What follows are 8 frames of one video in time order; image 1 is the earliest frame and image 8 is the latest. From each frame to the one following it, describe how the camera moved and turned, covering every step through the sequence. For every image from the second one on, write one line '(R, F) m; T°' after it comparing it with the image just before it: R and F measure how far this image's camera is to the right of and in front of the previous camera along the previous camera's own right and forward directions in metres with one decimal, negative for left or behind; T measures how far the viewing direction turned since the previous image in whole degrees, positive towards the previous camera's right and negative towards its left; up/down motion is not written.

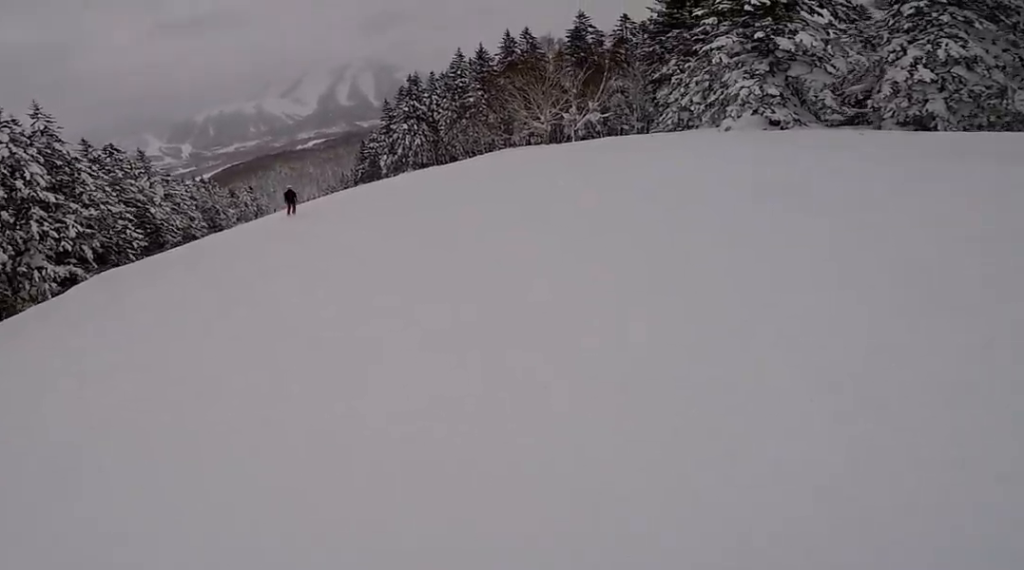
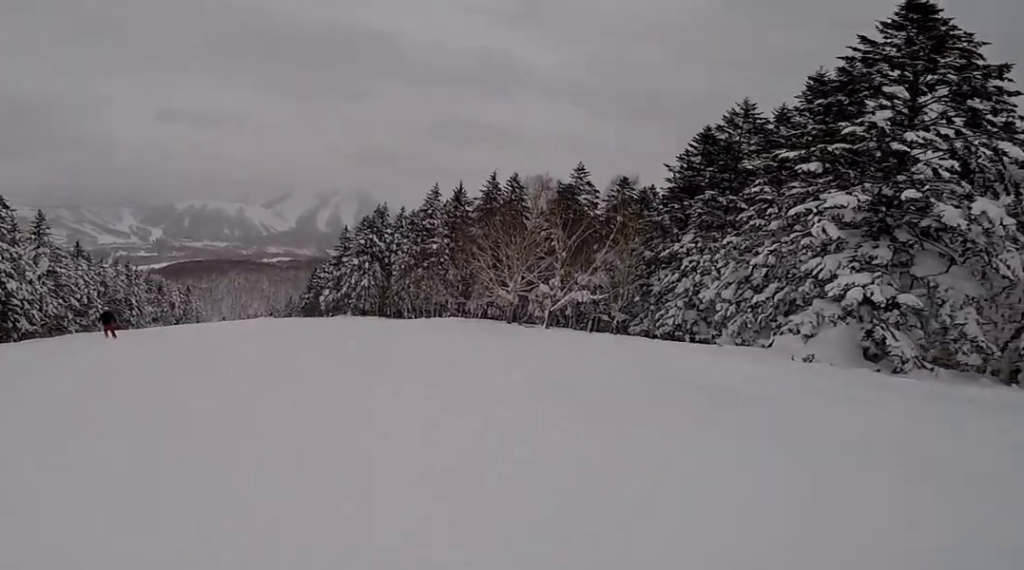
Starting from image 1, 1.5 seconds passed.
(+1.2, +14.8) m; +1°
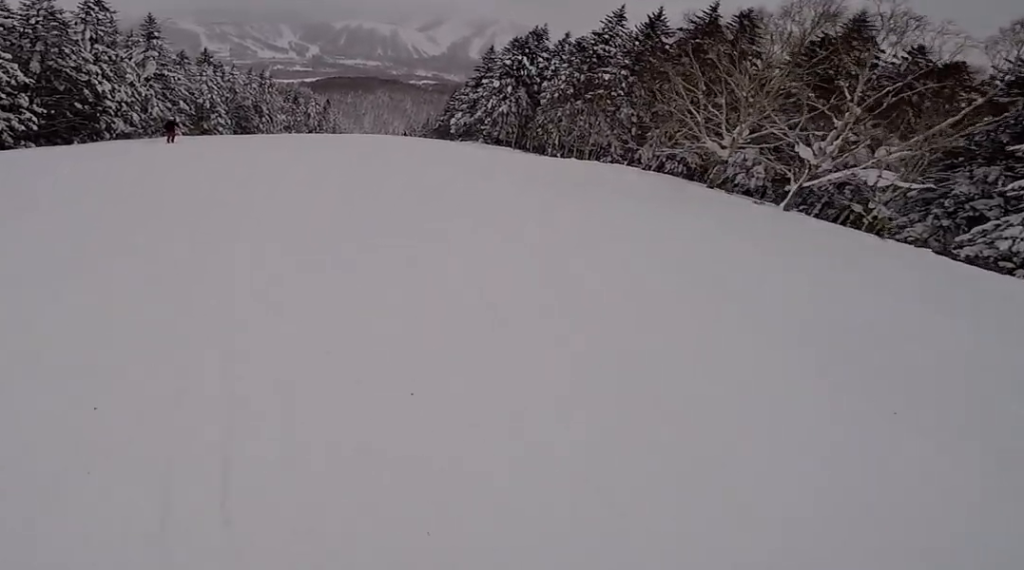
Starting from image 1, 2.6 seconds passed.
(-0.8, +11.1) m; -15°
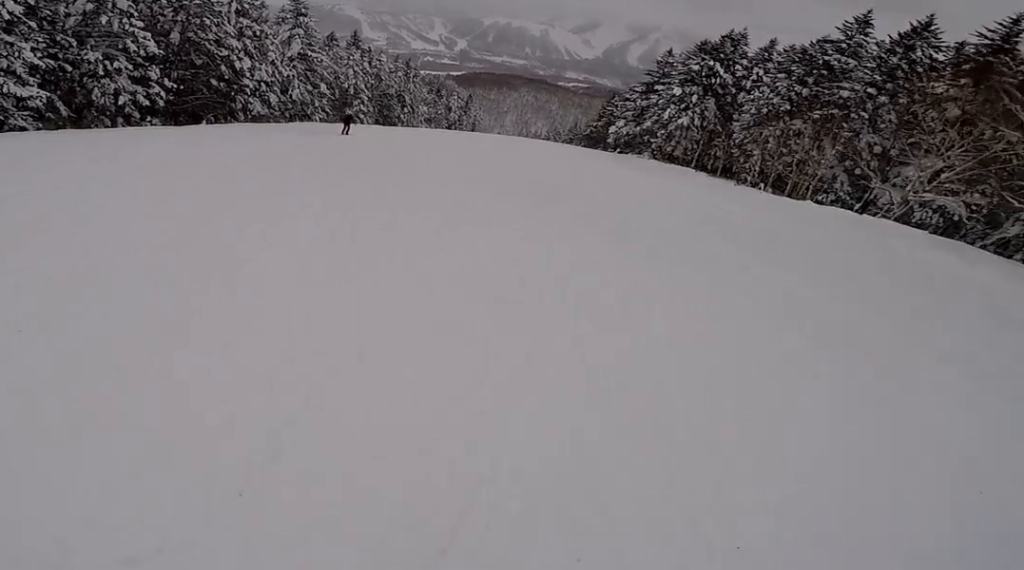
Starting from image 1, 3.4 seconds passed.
(-1.2, +8.4) m; -14°
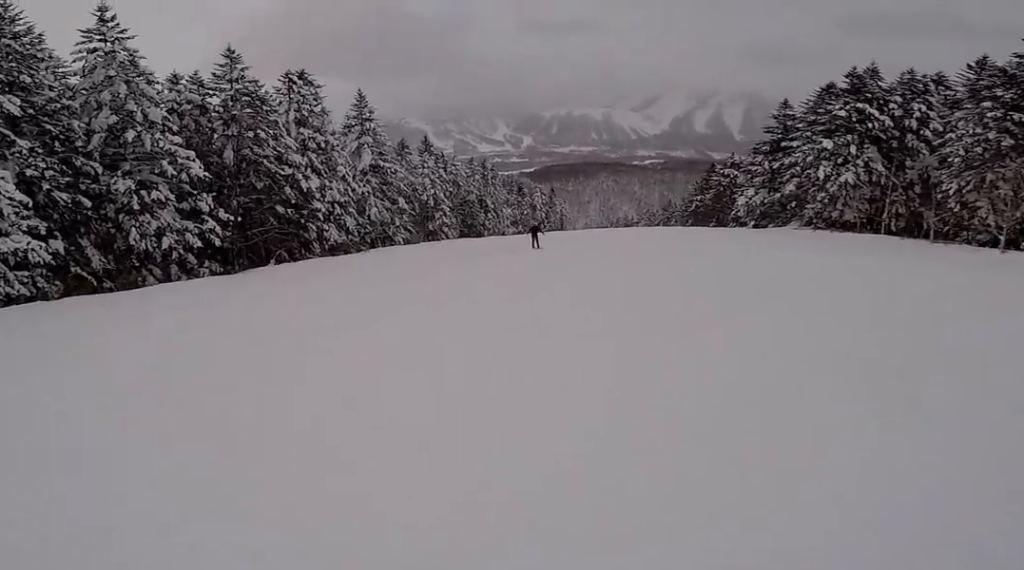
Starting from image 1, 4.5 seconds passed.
(-1.5, +10.5) m; -5°
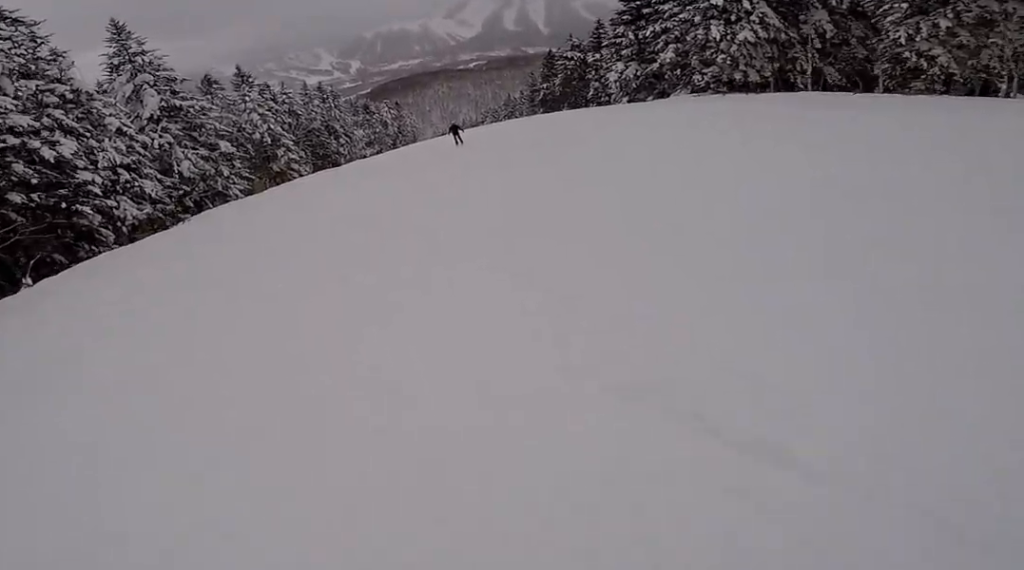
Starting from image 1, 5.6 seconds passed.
(+0.8, +11.2) m; +14°
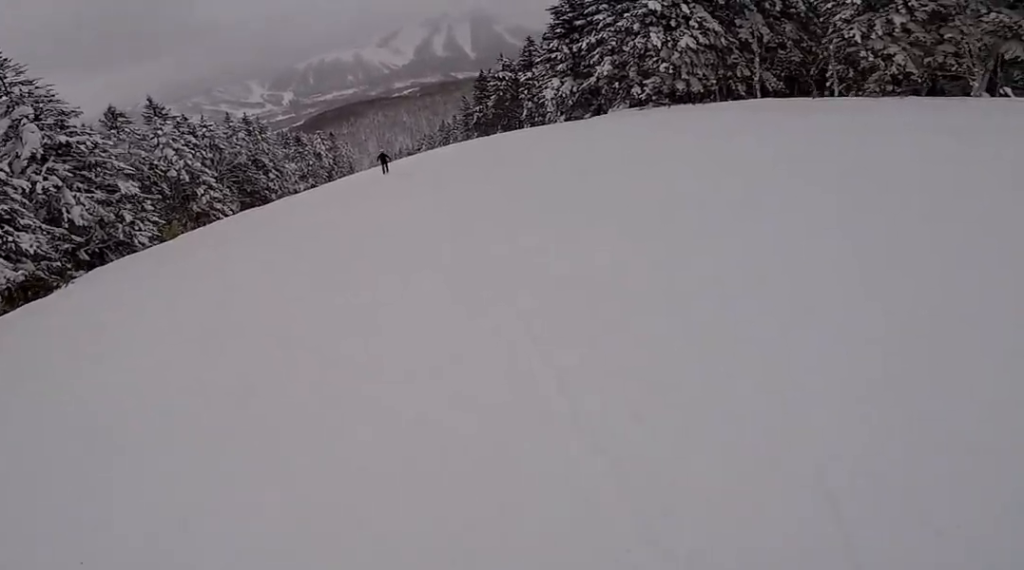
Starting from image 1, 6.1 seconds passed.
(+0.2, +4.5) m; +7°
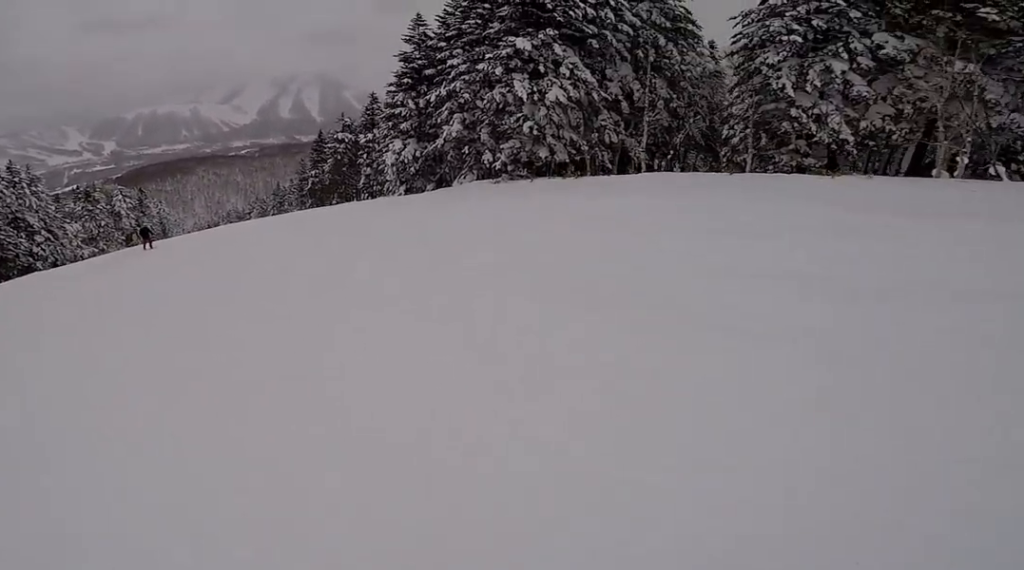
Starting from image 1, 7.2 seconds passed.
(+1.7, +11.9) m; +12°
